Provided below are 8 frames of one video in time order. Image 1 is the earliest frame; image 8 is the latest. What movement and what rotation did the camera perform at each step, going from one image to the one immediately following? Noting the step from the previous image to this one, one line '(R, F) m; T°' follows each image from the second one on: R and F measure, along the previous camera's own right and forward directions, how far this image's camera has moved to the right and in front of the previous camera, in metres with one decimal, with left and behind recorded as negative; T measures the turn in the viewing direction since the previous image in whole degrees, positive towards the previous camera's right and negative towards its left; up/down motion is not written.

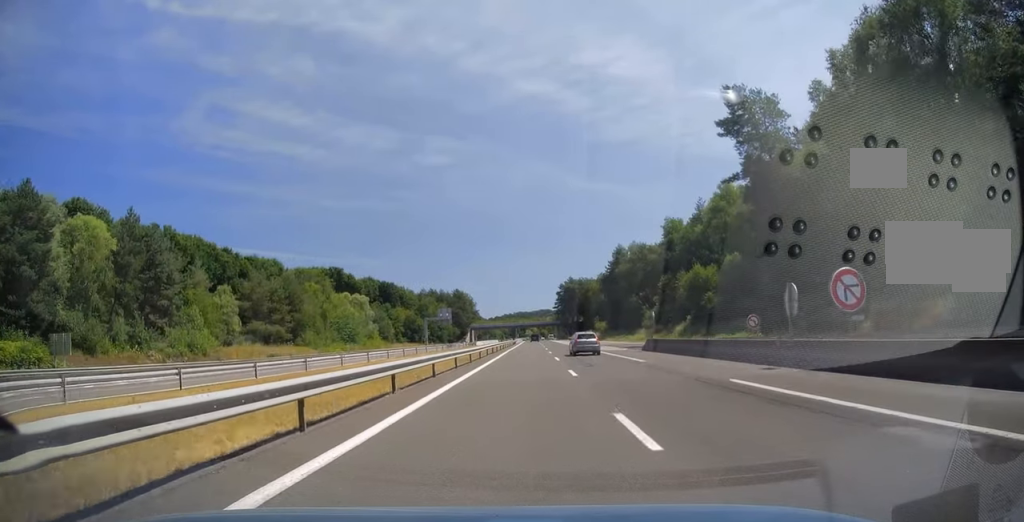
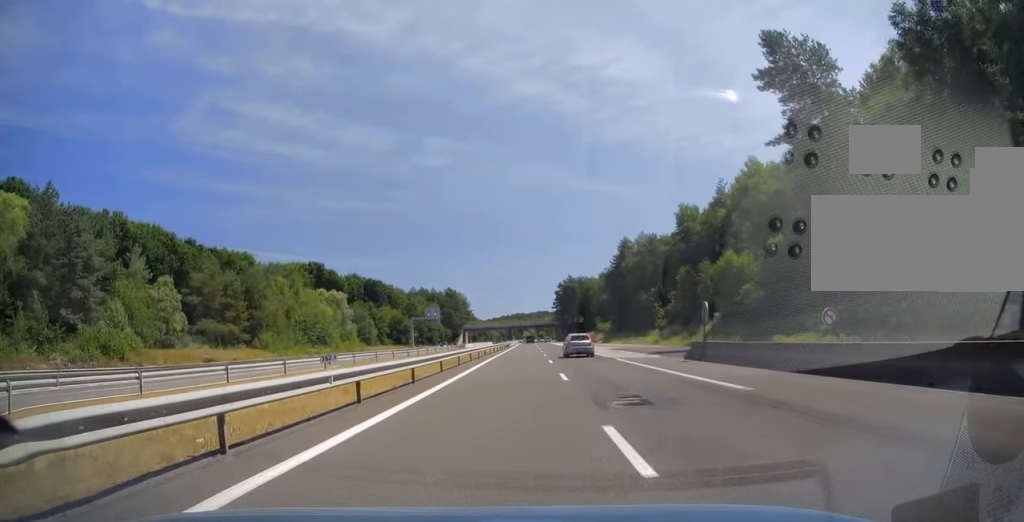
(-0.1, +13.9) m; 0°
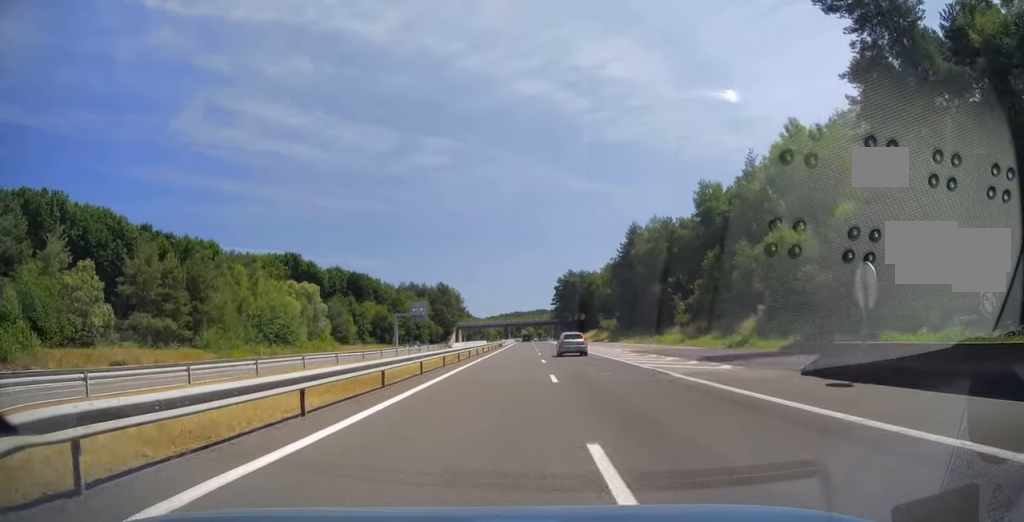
(+0.1, +14.3) m; 0°
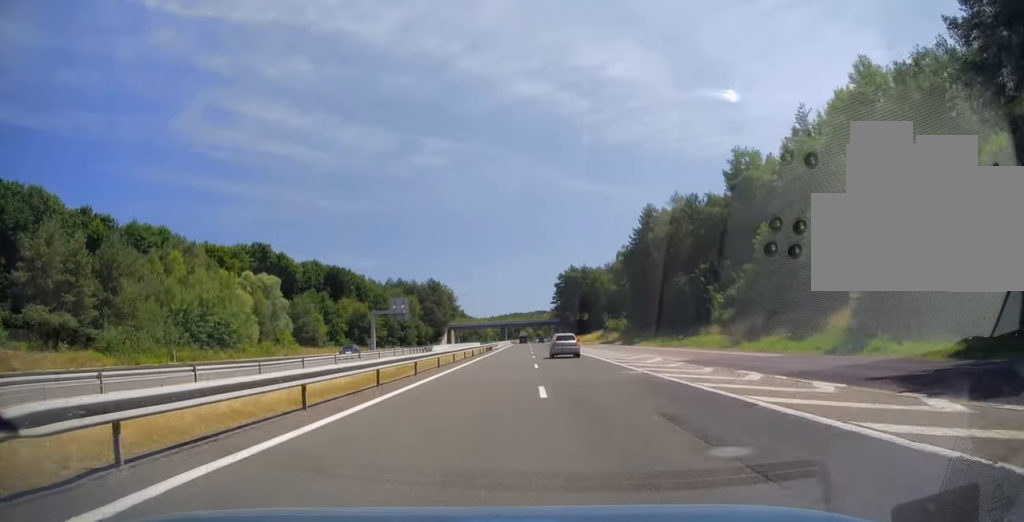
(+0.2, +16.8) m; 0°
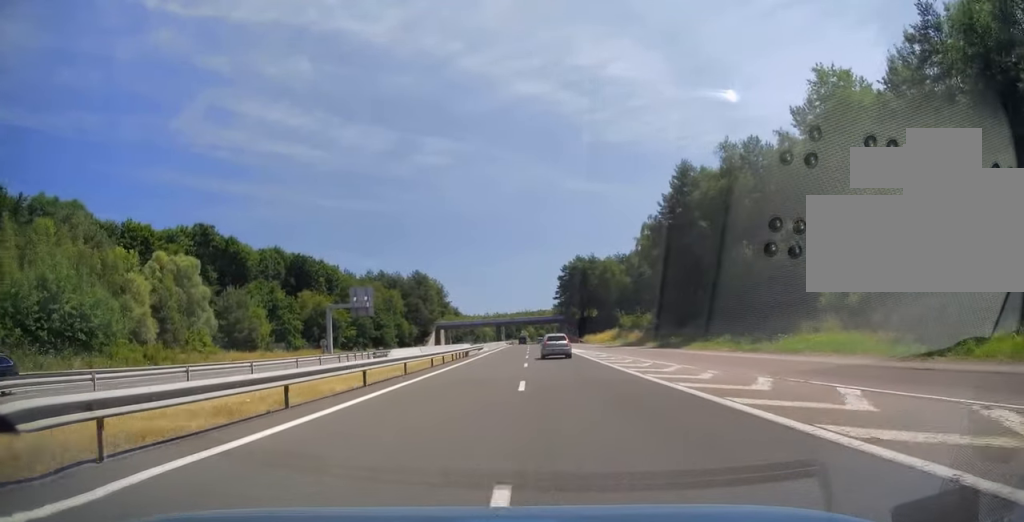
(0.0, +23.7) m; -1°
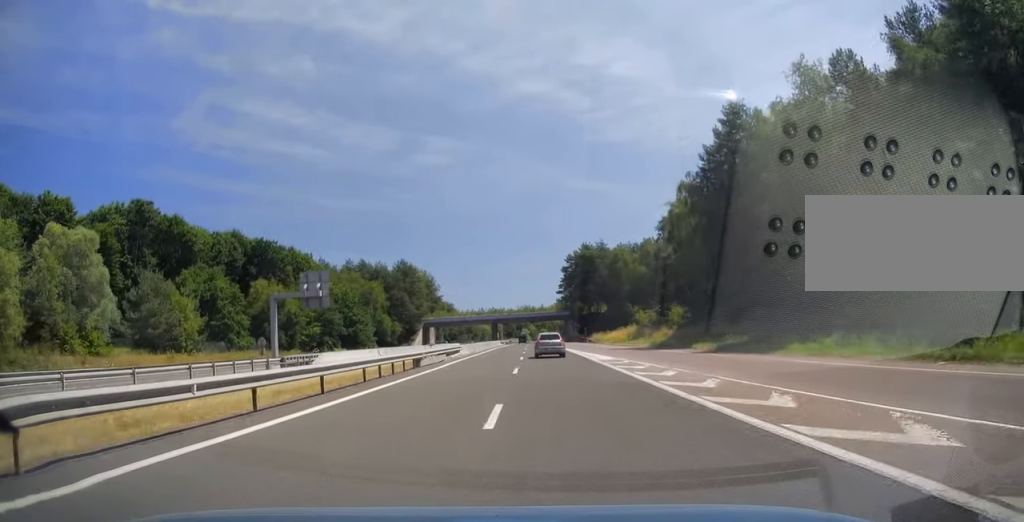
(-0.1, +19.2) m; -1°
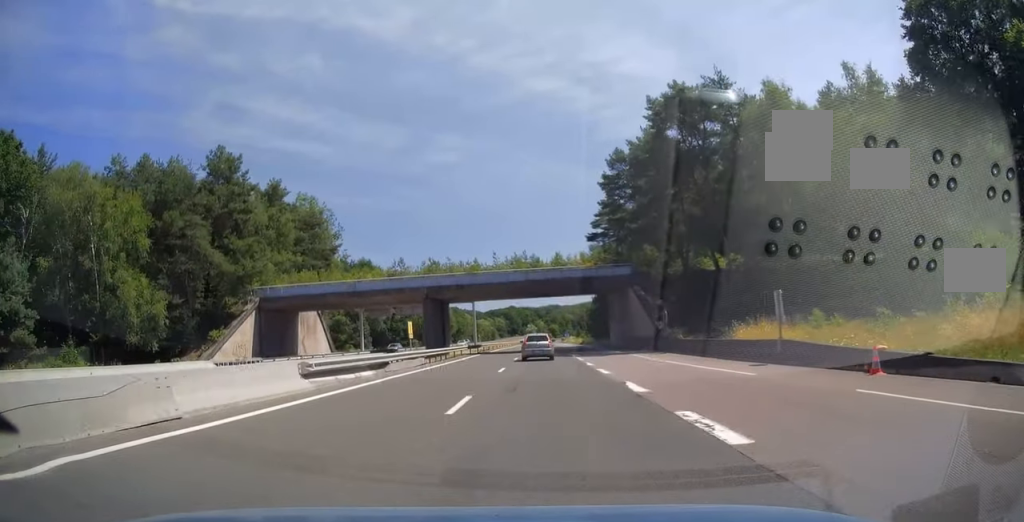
(-0.9, +88.4) m; -1°
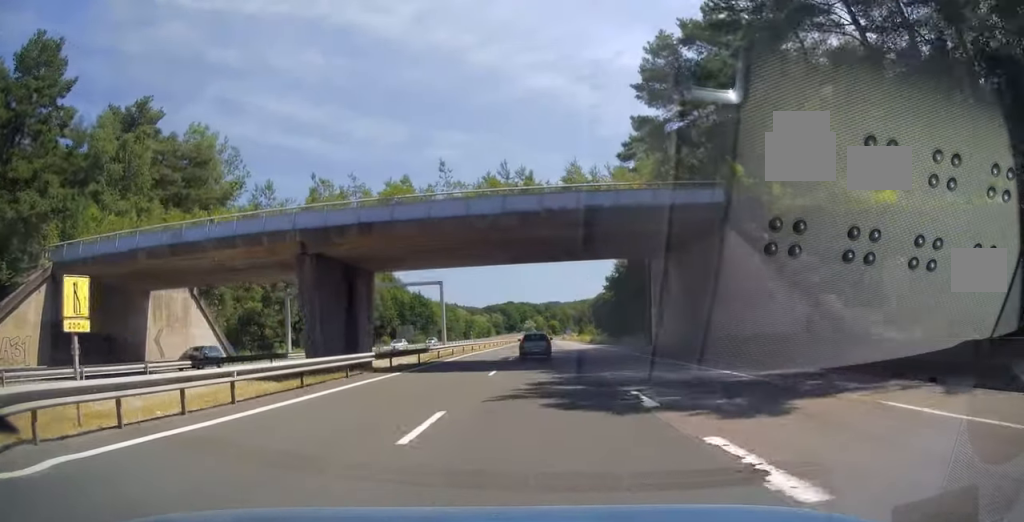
(-0.1, +27.9) m; -1°
